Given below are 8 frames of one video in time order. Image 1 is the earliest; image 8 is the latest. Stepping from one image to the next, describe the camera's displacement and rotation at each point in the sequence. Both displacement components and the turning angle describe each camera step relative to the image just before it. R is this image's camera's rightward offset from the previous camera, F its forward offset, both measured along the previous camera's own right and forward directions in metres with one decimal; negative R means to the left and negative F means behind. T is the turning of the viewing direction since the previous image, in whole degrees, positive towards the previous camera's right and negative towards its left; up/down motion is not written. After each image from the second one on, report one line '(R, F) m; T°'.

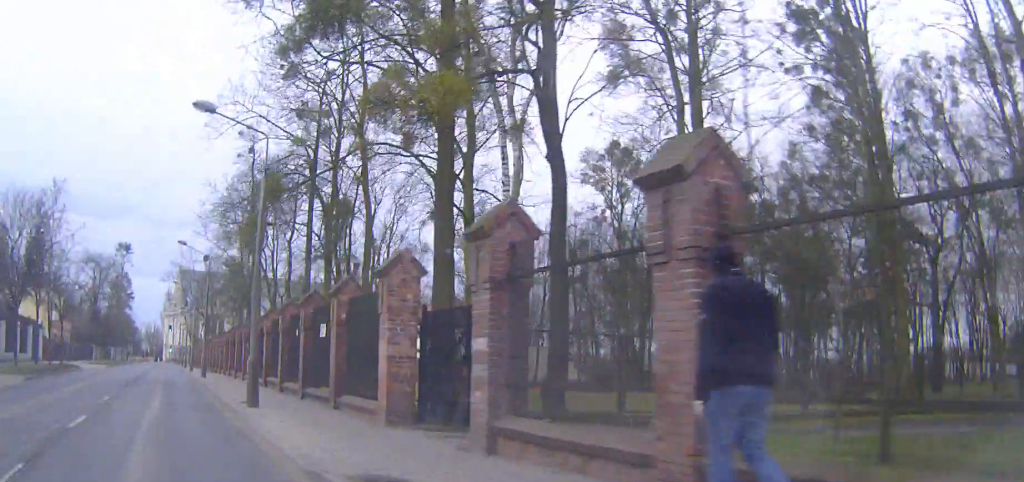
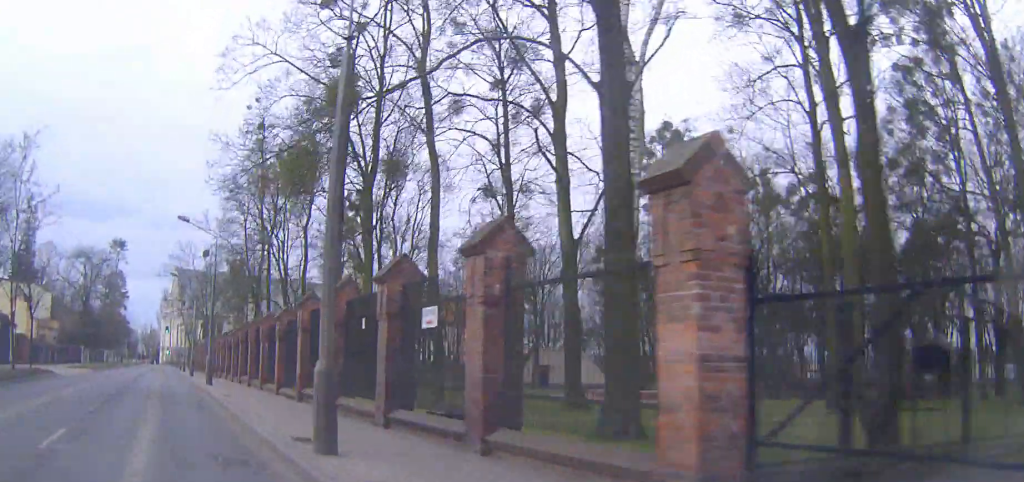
(0.0, +7.9) m; 0°
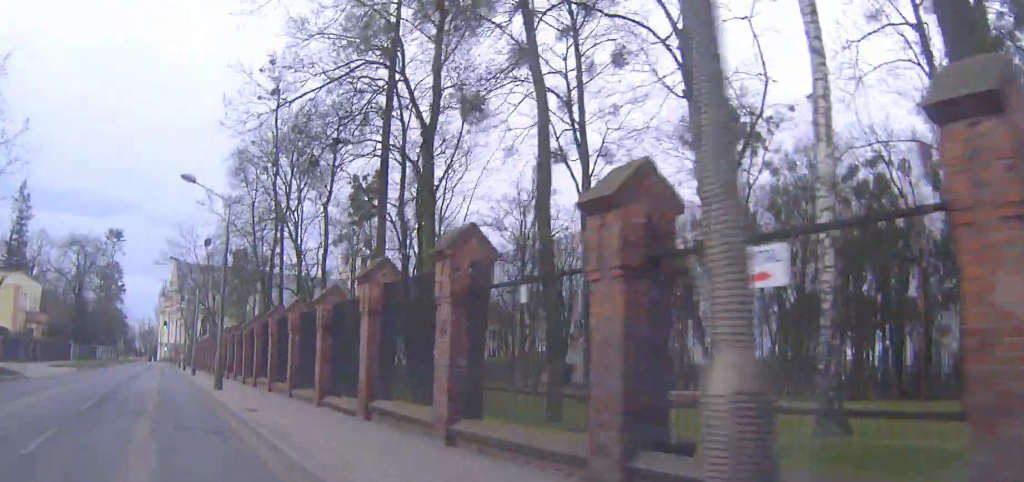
(0.0, +6.8) m; 0°
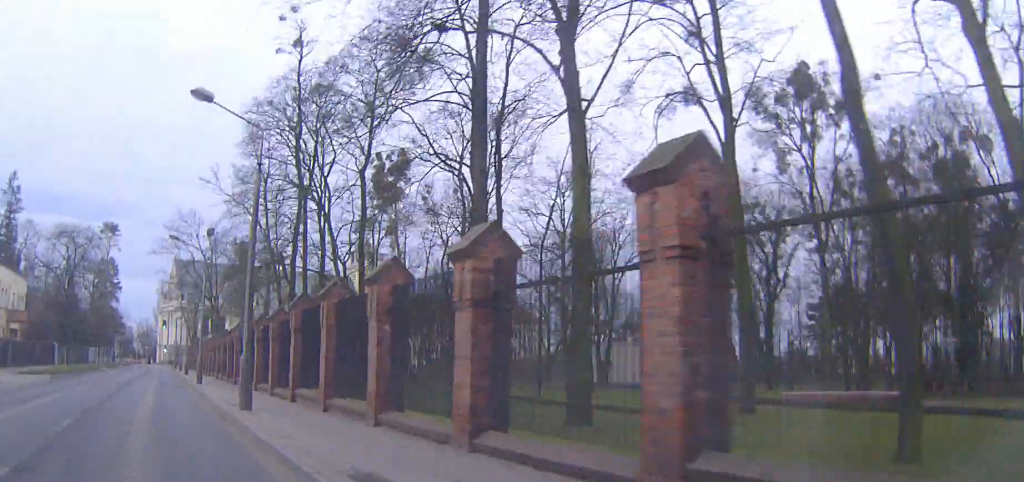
(+0.1, +8.6) m; -1°
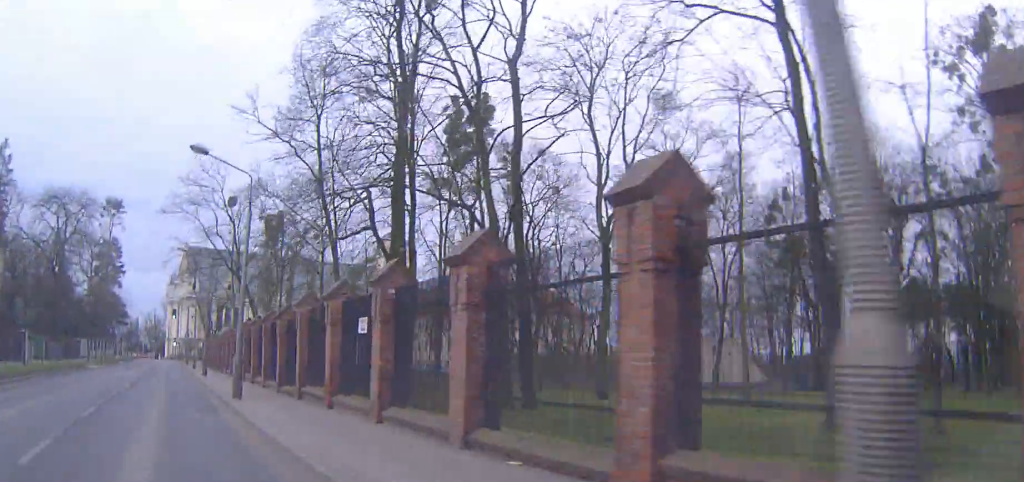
(+0.2, +15.0) m; +3°
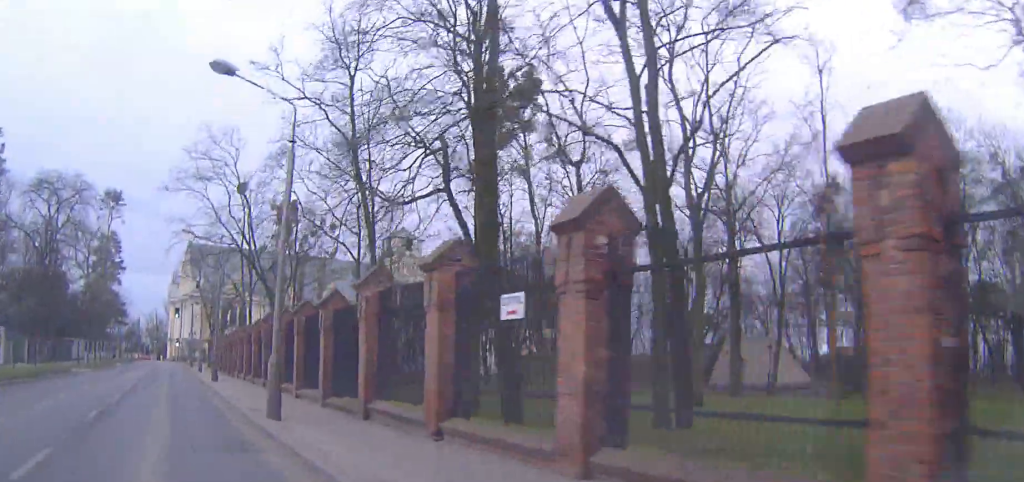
(+0.1, +6.4) m; 0°
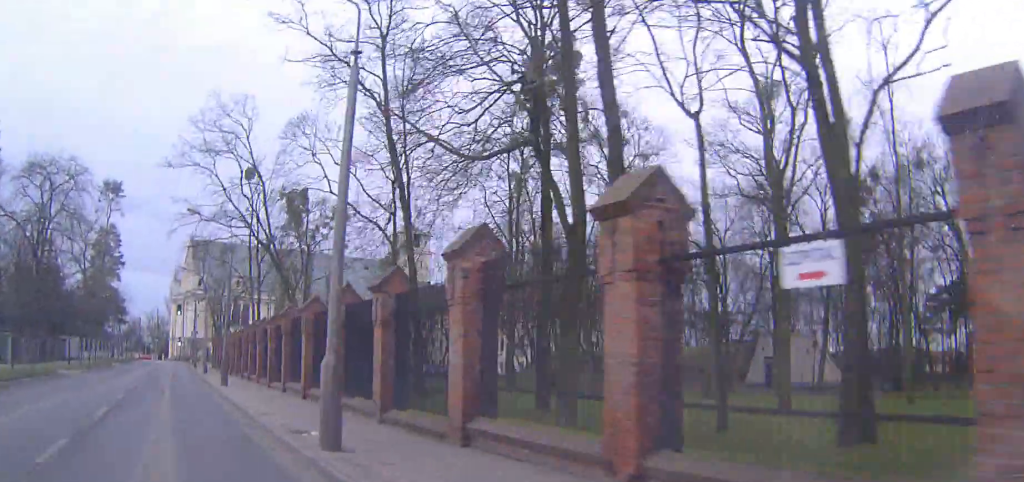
(-0.1, +4.6) m; -1°
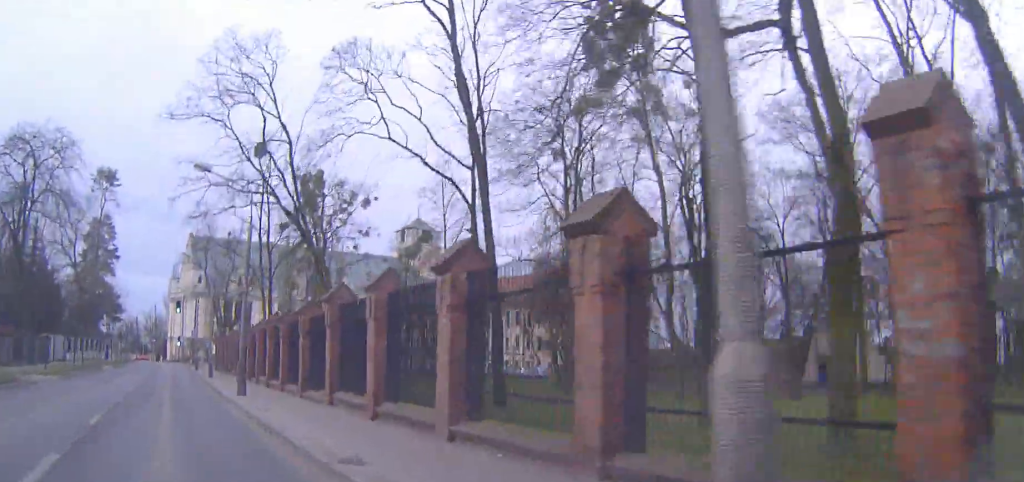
(-0.1, +7.1) m; -1°
